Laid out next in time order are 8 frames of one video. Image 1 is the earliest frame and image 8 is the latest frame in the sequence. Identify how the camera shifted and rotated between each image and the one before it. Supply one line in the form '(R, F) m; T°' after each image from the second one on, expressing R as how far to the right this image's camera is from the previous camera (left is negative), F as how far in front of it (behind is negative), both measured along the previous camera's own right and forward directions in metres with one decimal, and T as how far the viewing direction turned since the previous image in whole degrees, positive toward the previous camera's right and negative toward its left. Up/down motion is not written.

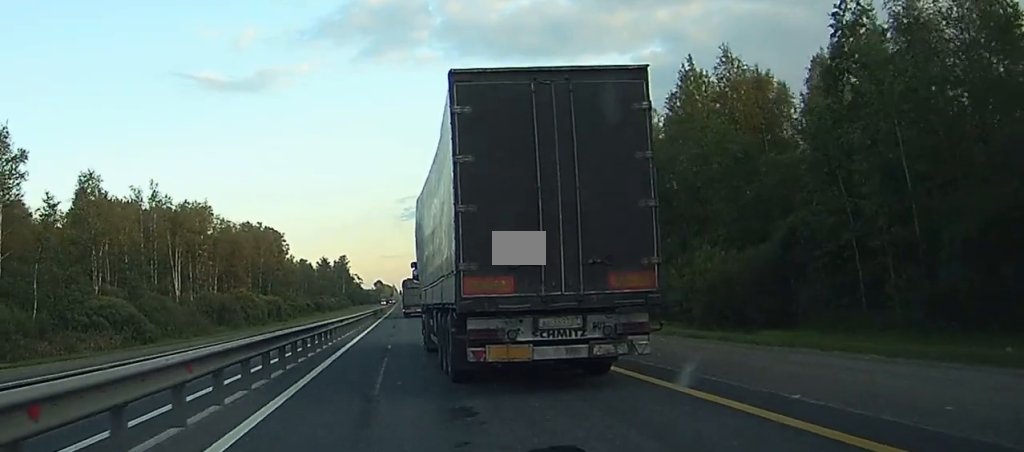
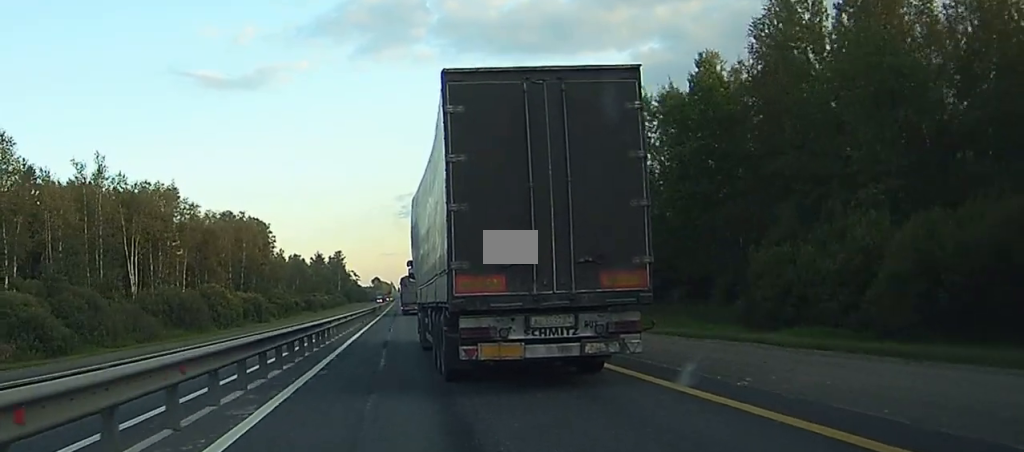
(+0.1, +20.8) m; 0°
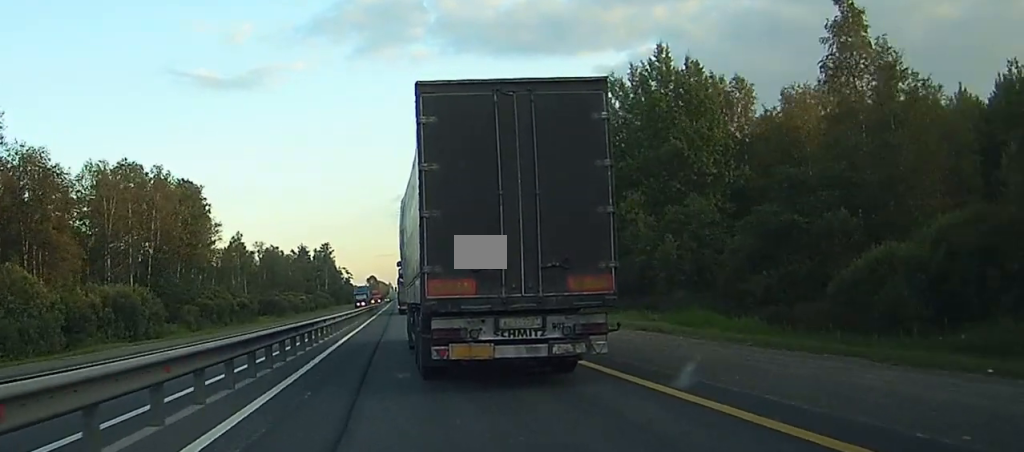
(+0.1, +56.7) m; 0°
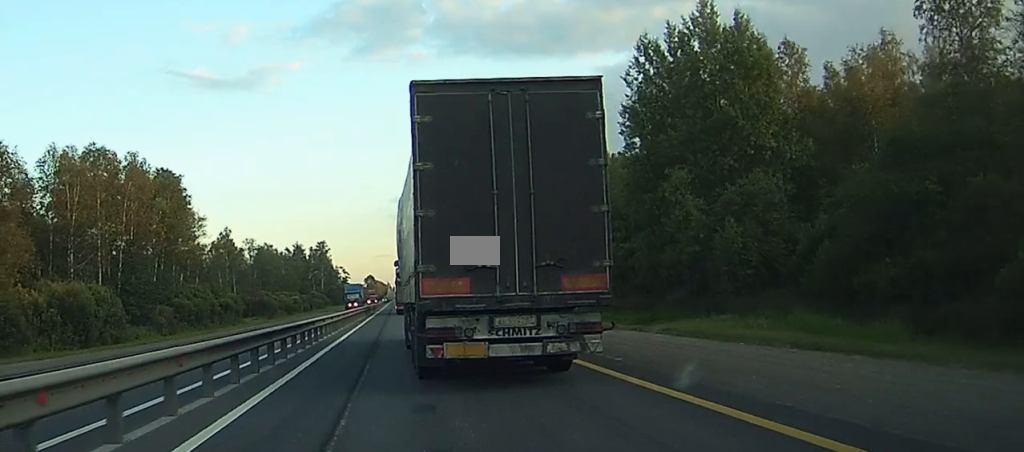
(0.0, +7.8) m; 0°
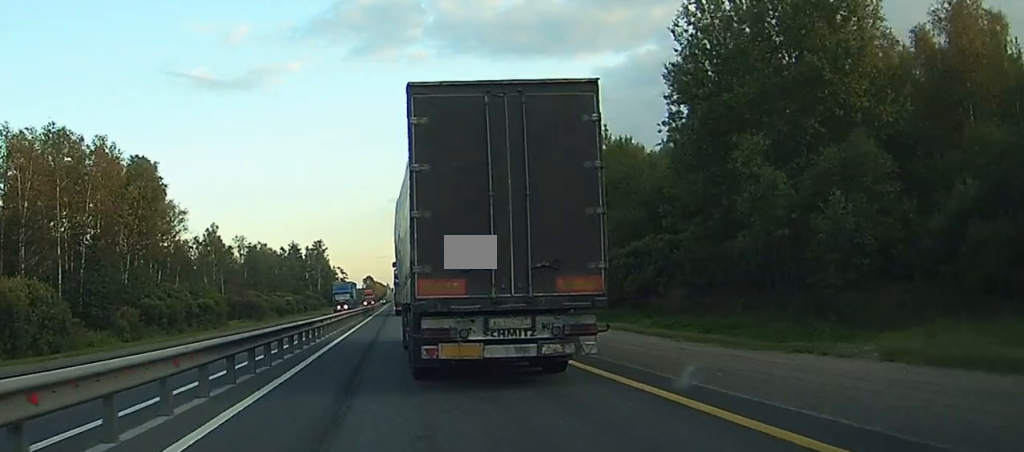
(0.0, +8.4) m; 0°
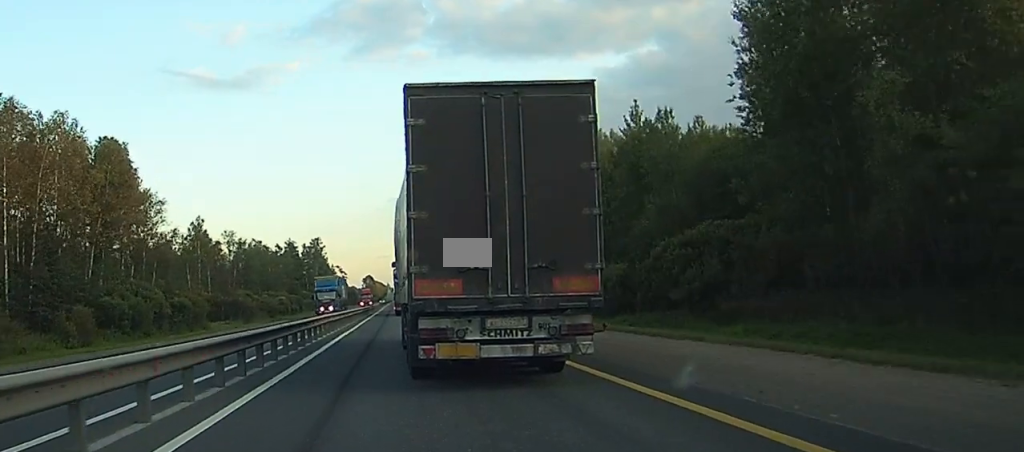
(0.0, +9.2) m; 0°
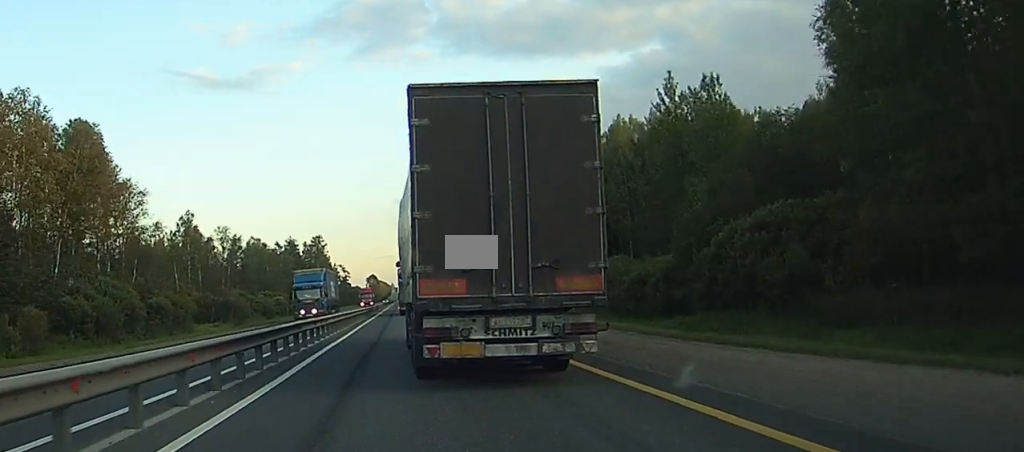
(0.0, +7.8) m; 0°
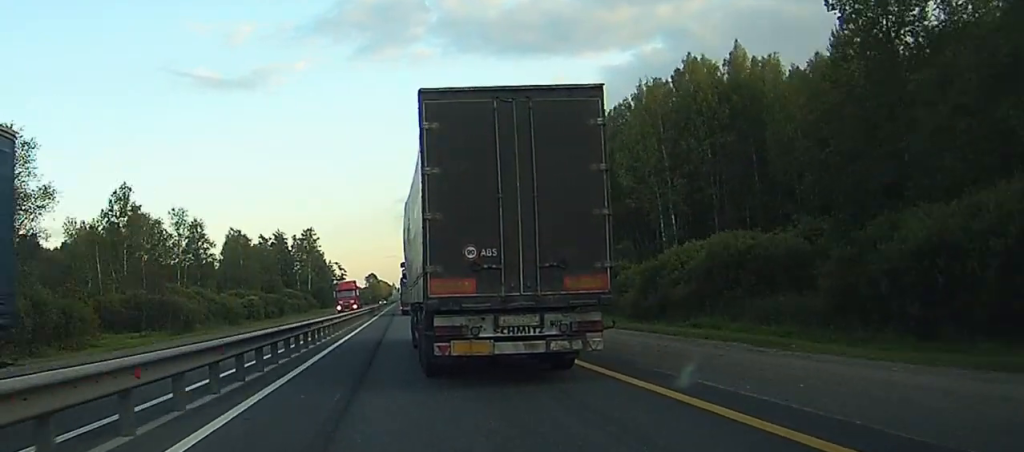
(-0.2, +32.6) m; 0°
